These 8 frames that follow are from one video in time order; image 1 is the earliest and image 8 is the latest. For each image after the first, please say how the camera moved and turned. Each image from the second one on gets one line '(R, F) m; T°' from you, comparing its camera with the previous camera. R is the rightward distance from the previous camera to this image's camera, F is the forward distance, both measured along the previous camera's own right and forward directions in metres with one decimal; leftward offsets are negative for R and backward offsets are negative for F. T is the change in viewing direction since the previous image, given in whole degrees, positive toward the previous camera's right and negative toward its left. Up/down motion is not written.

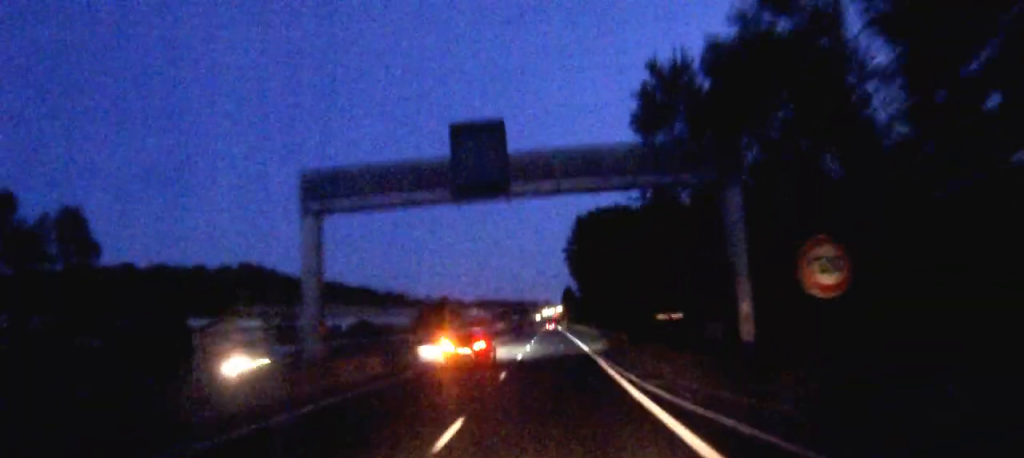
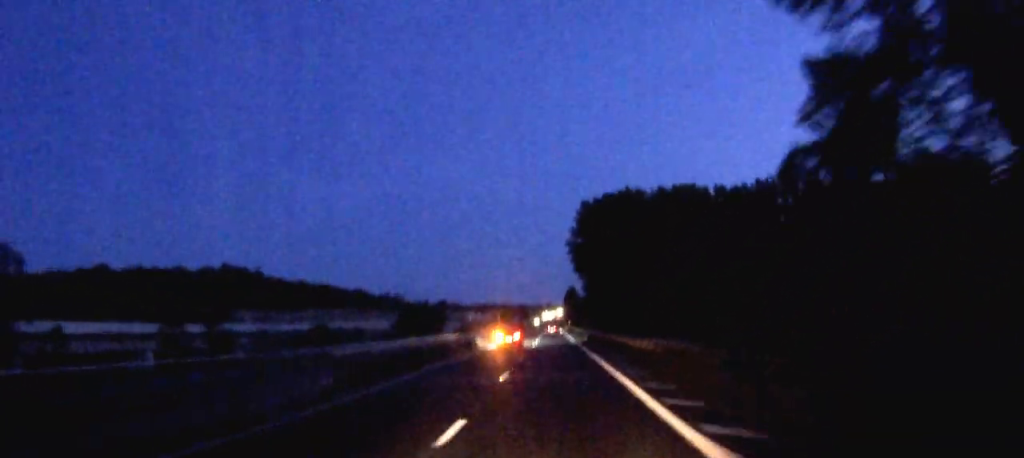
(0.0, +25.6) m; 0°
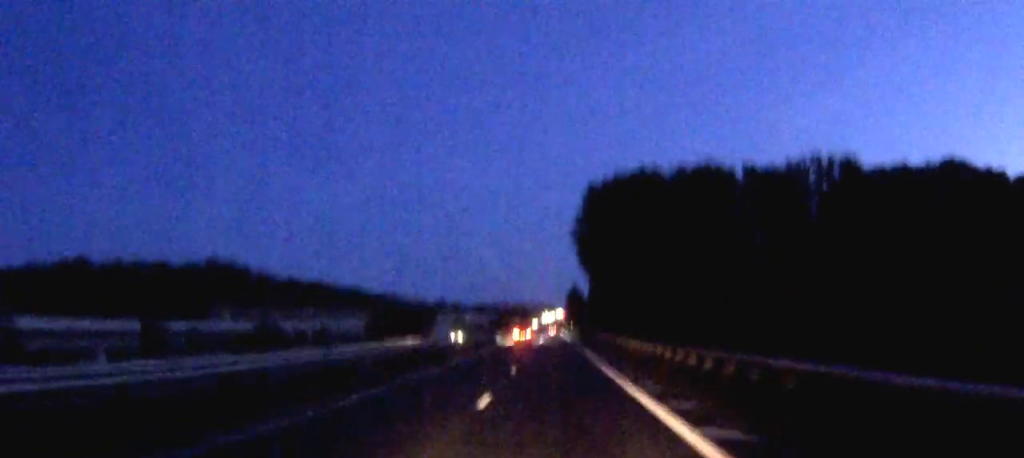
(0.0, +20.6) m; 0°
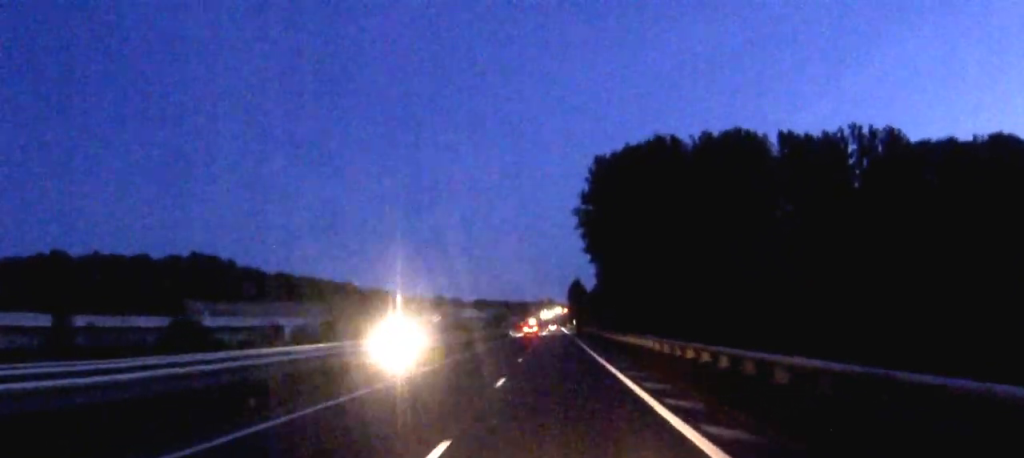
(-0.1, +20.6) m; 0°
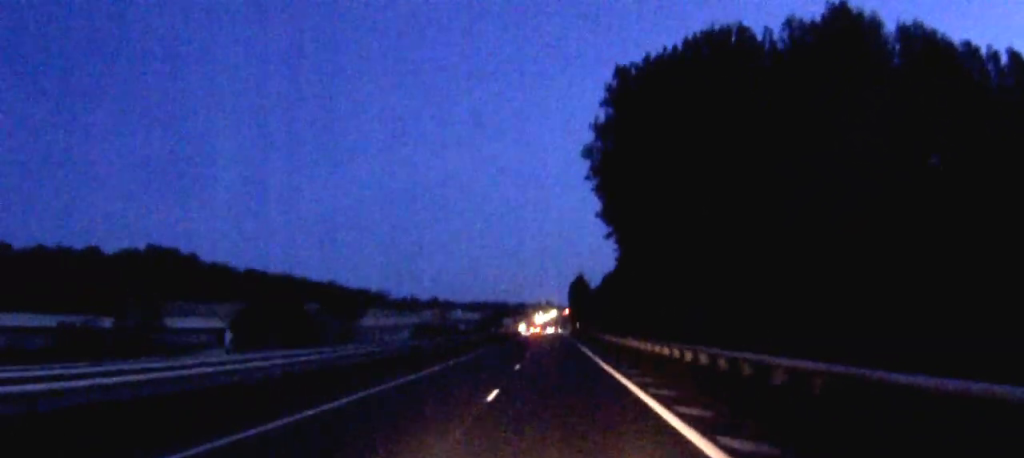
(0.0, +42.2) m; 0°
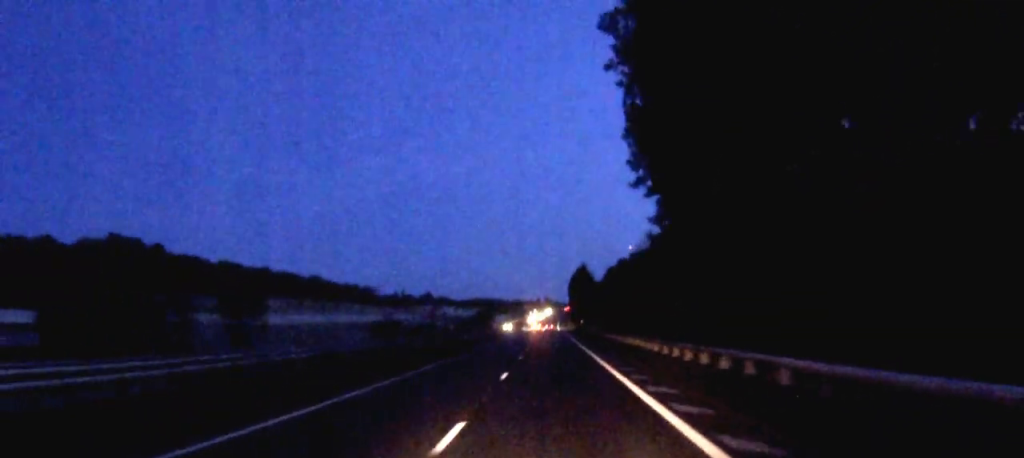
(0.0, +33.0) m; 0°
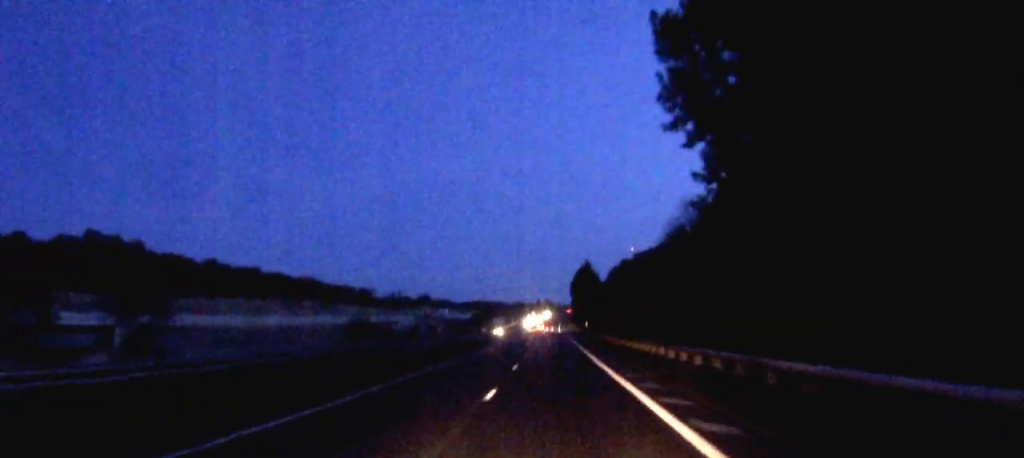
(-0.1, +18.4) m; 0°
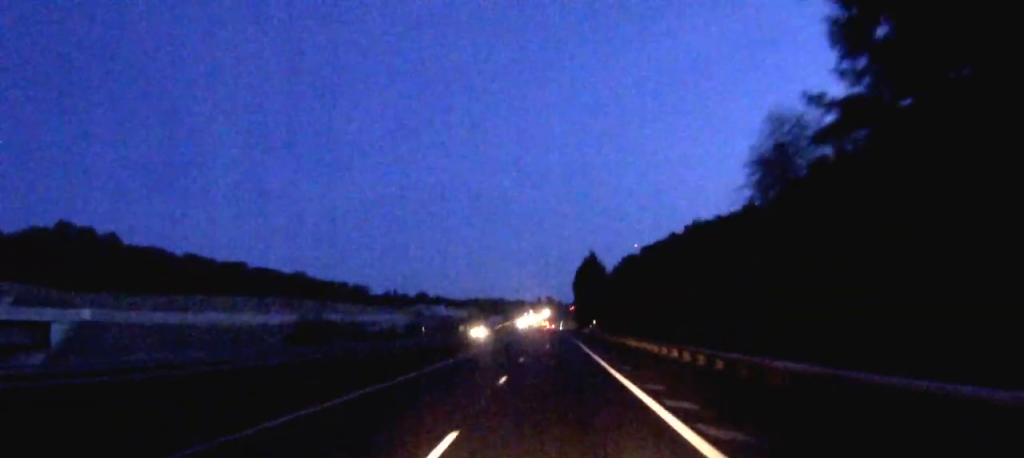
(+0.1, +21.4) m; 0°
